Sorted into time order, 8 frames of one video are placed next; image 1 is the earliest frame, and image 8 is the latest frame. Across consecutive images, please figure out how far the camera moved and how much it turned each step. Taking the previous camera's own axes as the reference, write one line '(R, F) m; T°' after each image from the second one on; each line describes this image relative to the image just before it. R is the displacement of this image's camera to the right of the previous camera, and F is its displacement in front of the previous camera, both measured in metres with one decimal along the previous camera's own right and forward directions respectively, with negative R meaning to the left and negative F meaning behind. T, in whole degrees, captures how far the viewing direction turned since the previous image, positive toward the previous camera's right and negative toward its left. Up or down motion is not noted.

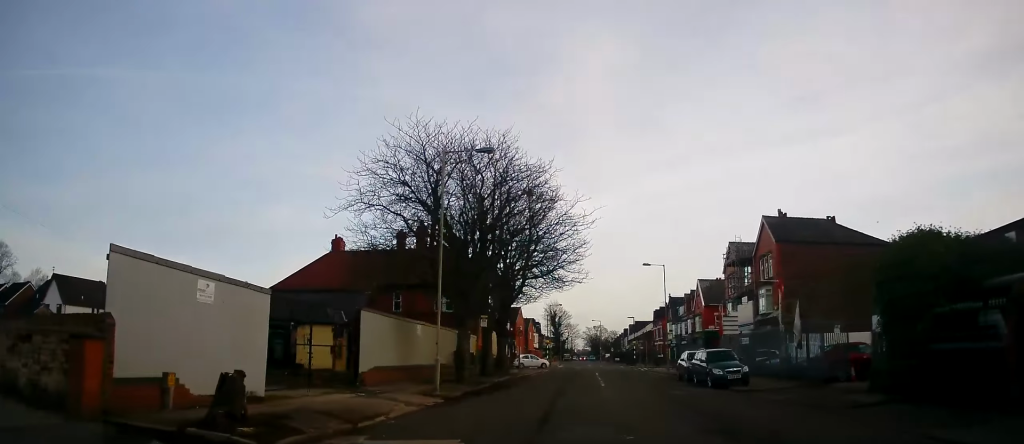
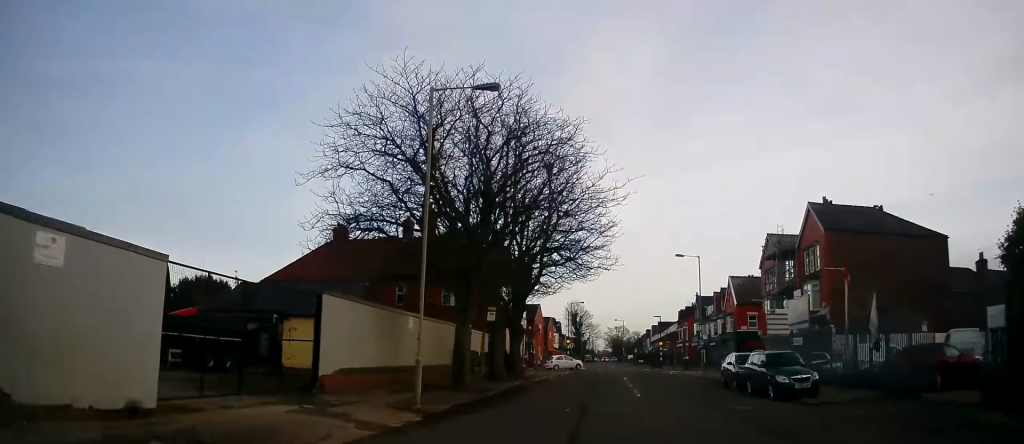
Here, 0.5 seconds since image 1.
(+0.1, +5.0) m; 0°
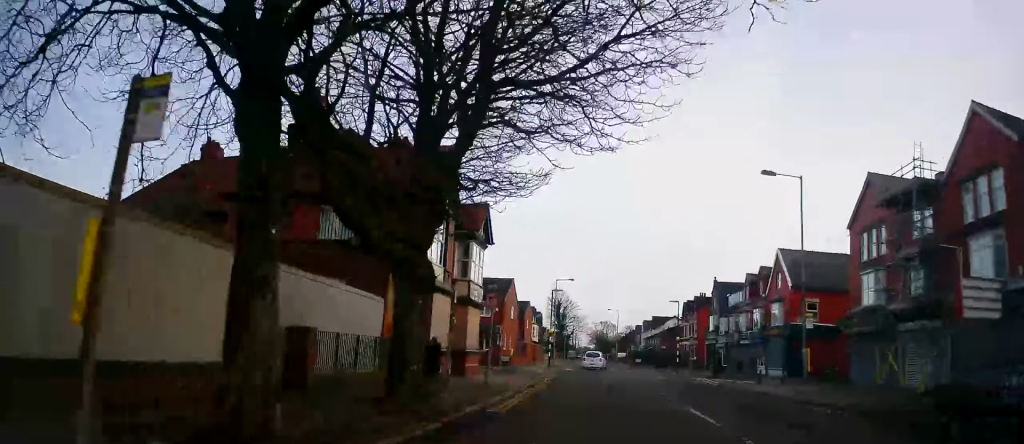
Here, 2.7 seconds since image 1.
(-0.4, +20.1) m; -3°
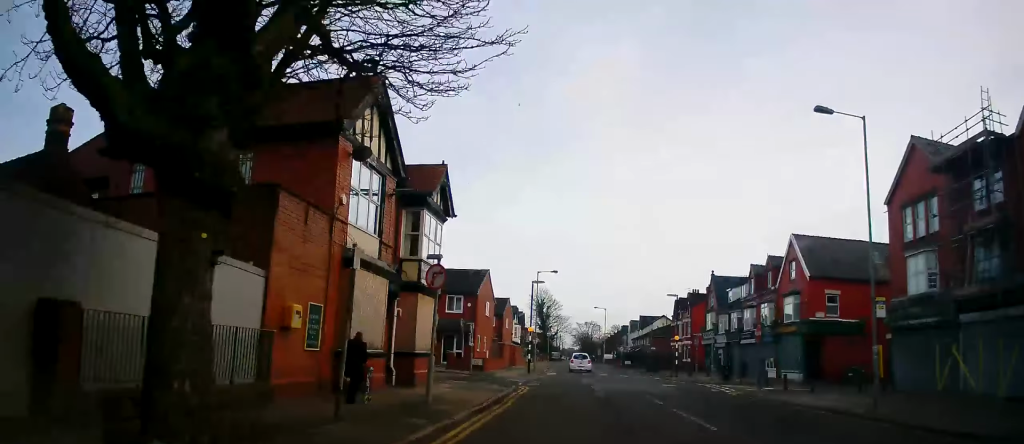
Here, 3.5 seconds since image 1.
(0.0, +6.5) m; +2°
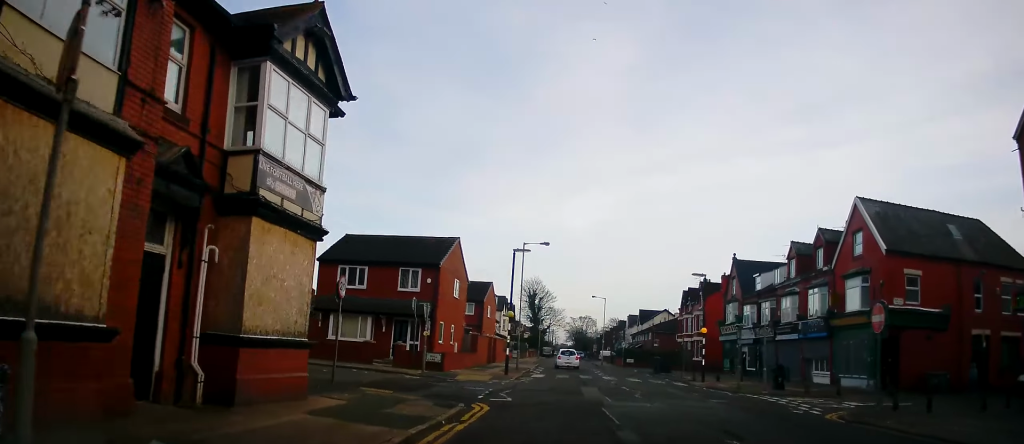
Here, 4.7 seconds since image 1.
(+0.7, +11.1) m; +5°
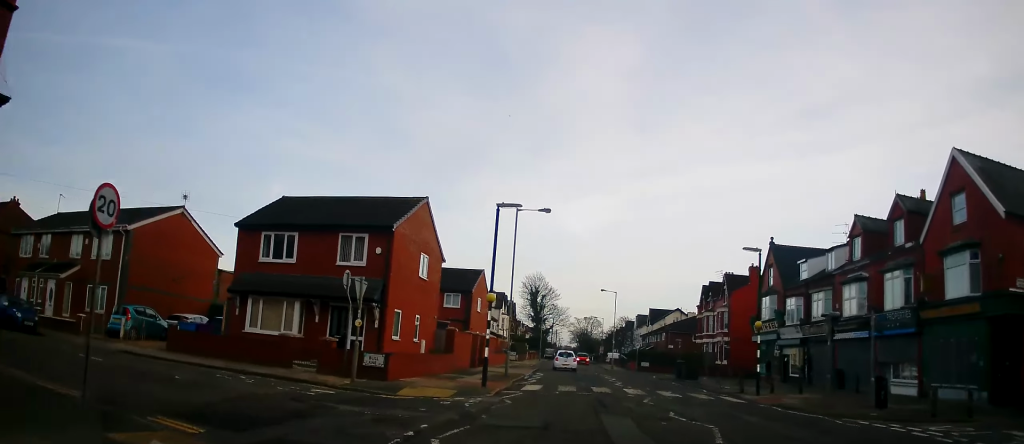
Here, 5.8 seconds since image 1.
(0.0, +9.5) m; -2°
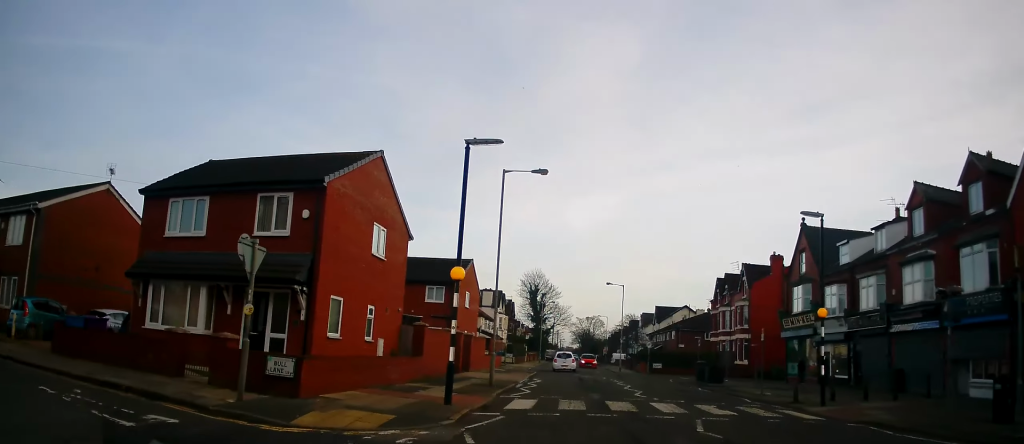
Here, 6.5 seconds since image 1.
(-0.2, +6.6) m; 0°
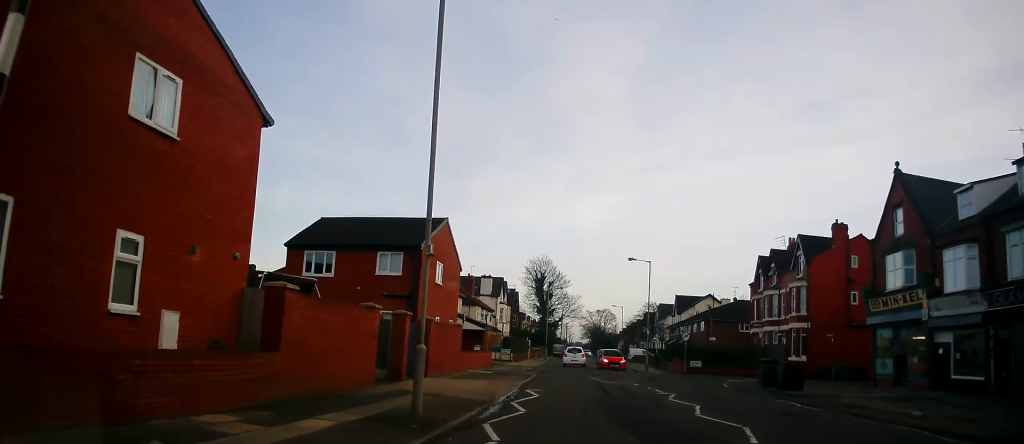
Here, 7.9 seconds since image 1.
(+0.3, +12.1) m; +1°
